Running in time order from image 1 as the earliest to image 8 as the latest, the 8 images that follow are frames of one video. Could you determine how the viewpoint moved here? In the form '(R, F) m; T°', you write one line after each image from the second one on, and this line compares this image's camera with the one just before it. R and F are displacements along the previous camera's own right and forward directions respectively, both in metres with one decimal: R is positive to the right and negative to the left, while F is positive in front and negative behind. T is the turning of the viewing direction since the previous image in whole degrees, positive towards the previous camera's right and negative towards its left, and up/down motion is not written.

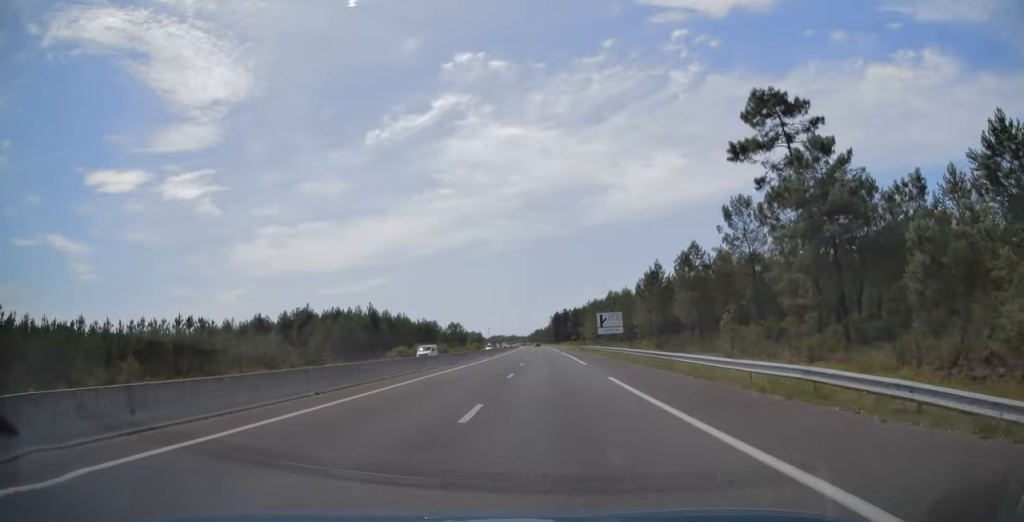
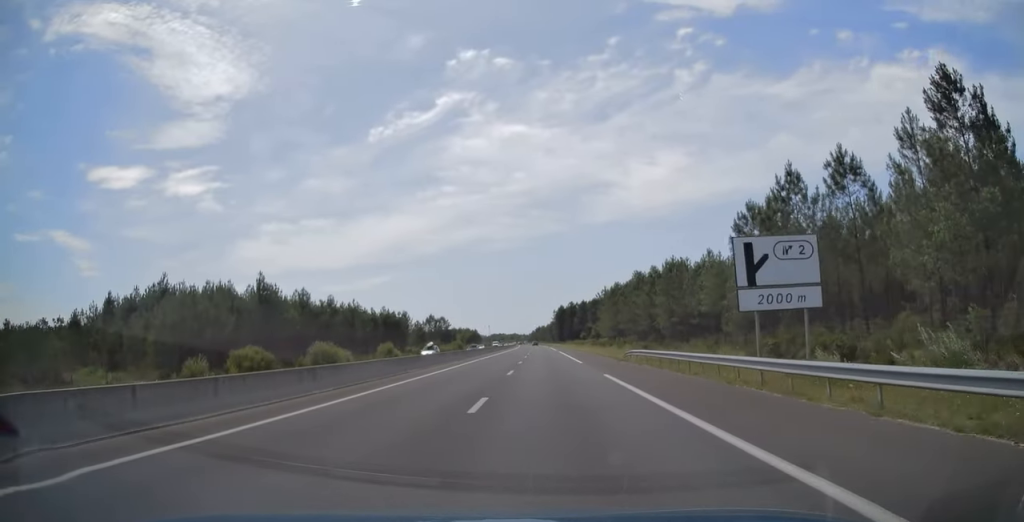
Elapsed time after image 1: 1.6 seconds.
(-0.4, +51.1) m; 0°
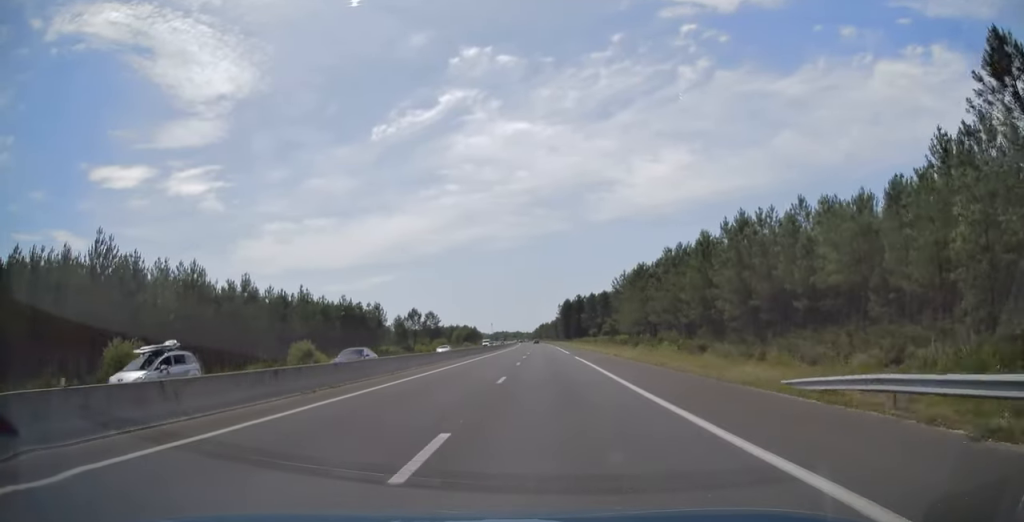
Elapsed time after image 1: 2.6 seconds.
(0.0, +31.7) m; 0°
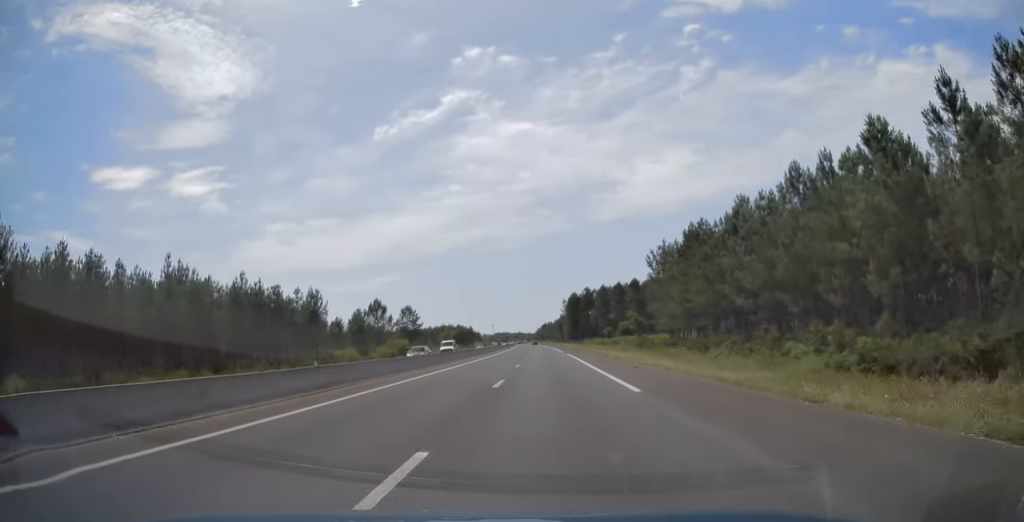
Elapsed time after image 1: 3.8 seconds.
(-0.2, +40.3) m; -1°
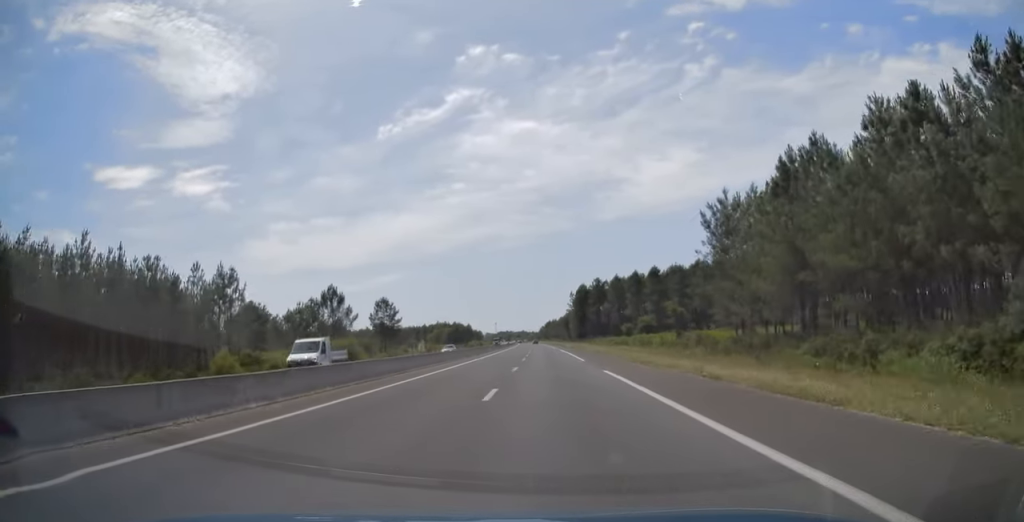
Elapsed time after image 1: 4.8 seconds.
(-0.3, +30.1) m; 0°
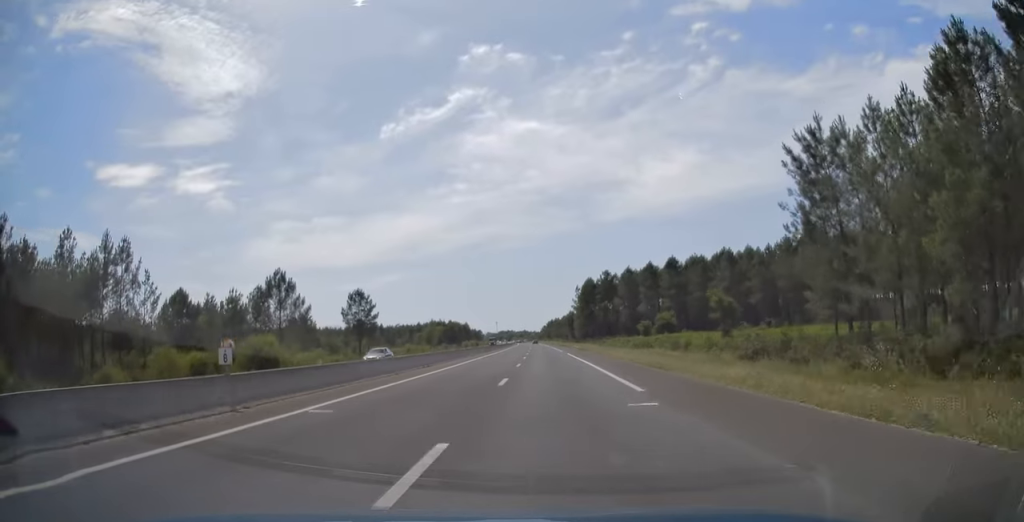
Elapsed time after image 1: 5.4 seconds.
(+0.3, +21.5) m; 0°
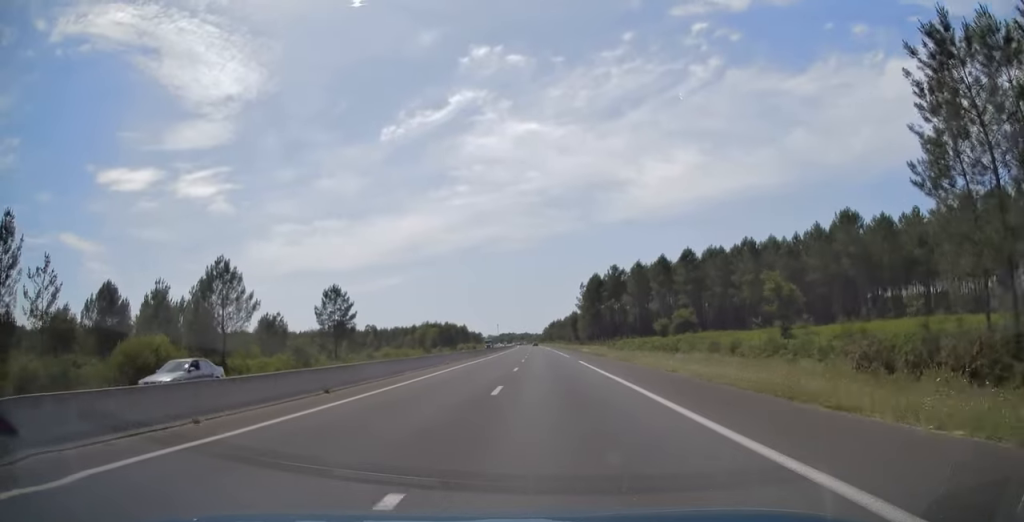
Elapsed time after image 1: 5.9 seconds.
(0.0, +15.6) m; 0°
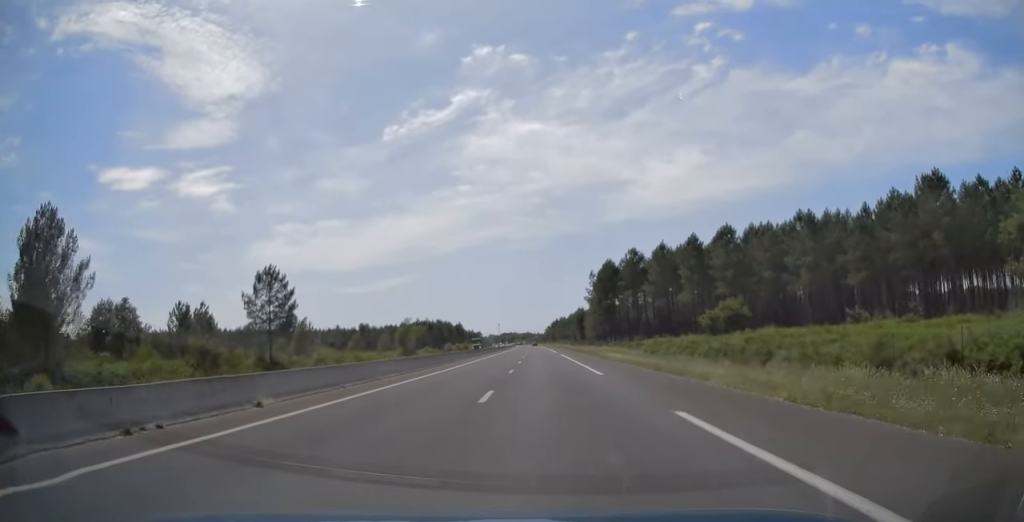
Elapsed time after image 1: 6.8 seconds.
(-0.3, +28.0) m; -1°
